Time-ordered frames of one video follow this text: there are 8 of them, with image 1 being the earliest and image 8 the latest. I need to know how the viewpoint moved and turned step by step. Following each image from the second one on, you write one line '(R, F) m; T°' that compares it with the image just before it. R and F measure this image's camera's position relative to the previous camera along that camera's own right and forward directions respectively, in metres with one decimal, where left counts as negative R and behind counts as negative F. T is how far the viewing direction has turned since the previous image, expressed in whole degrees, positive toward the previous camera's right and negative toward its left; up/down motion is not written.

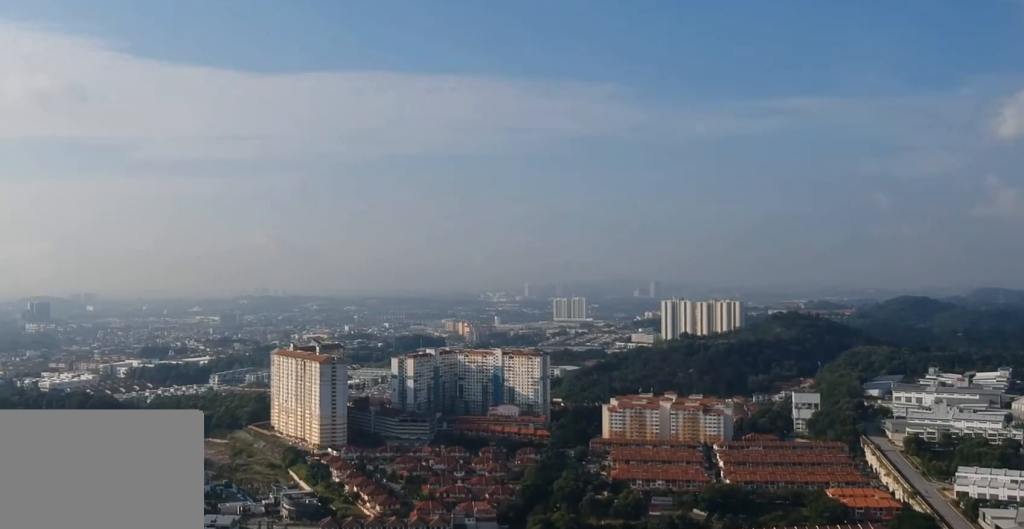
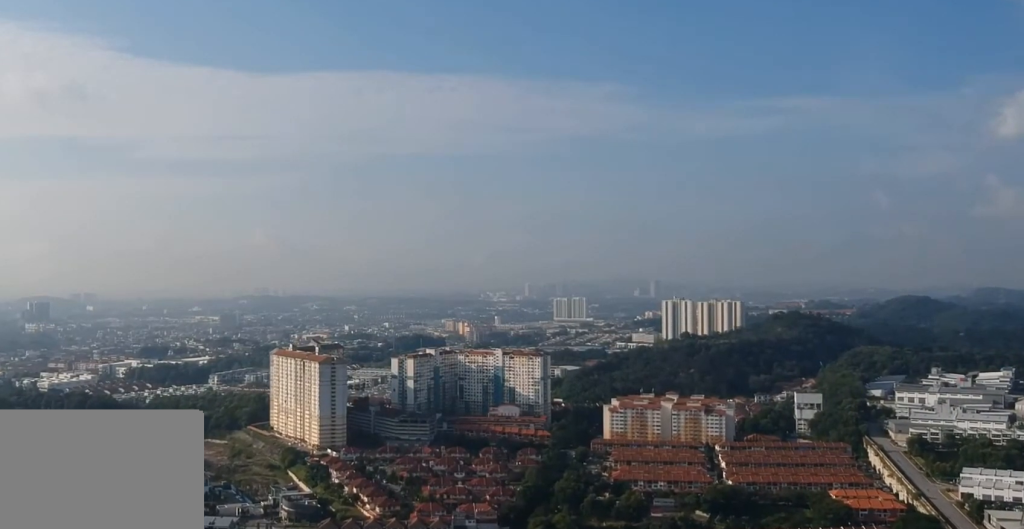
(0.0, +5.2) m; 0°
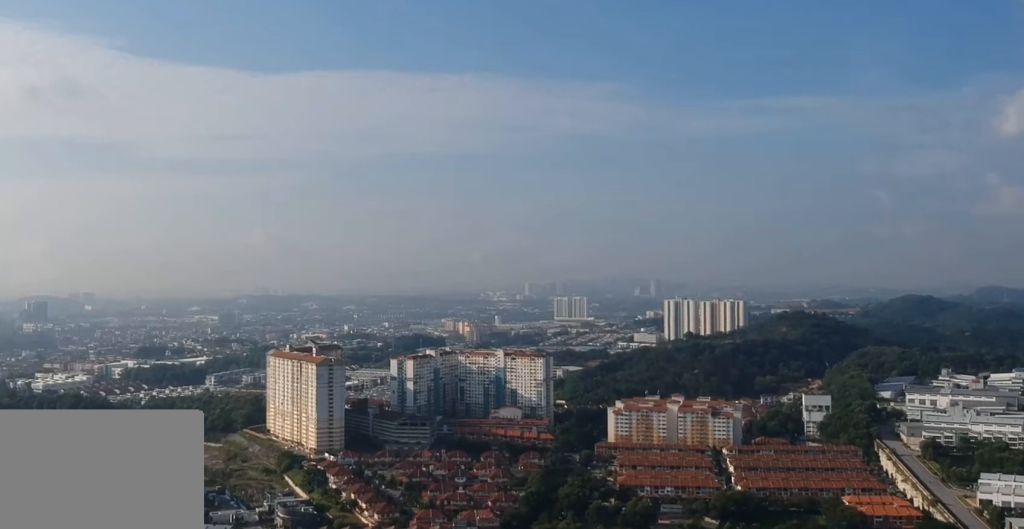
(0.0, +20.3) m; 0°
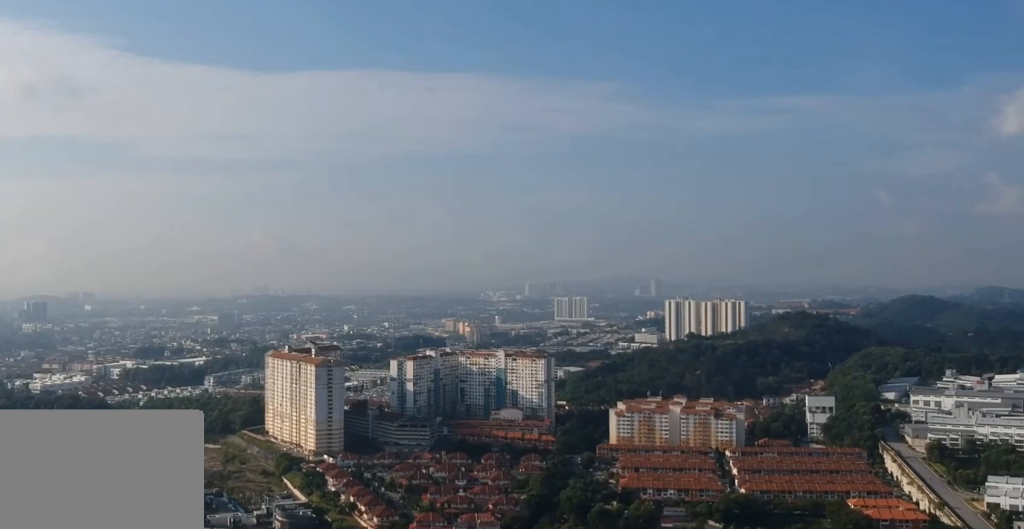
(0.0, +7.8) m; 0°
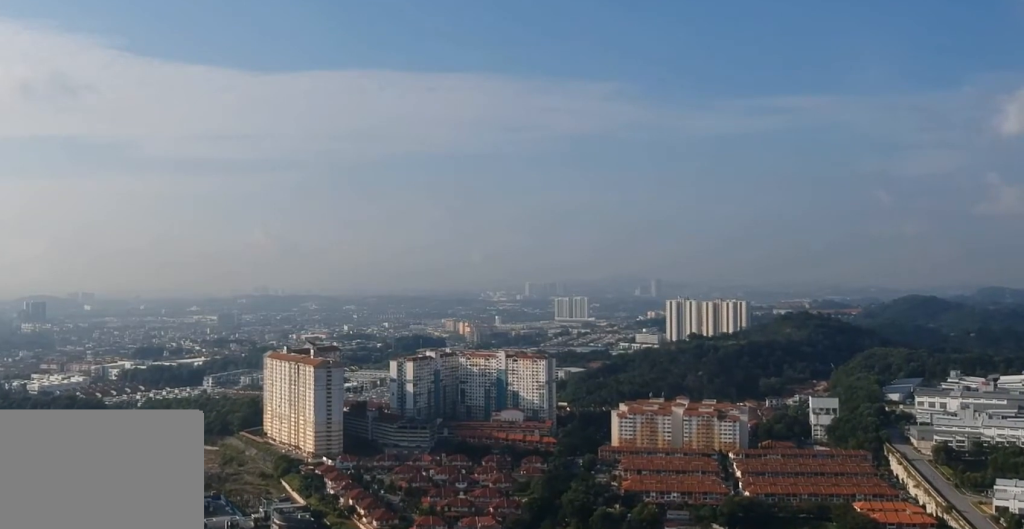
(0.0, +8.8) m; 0°
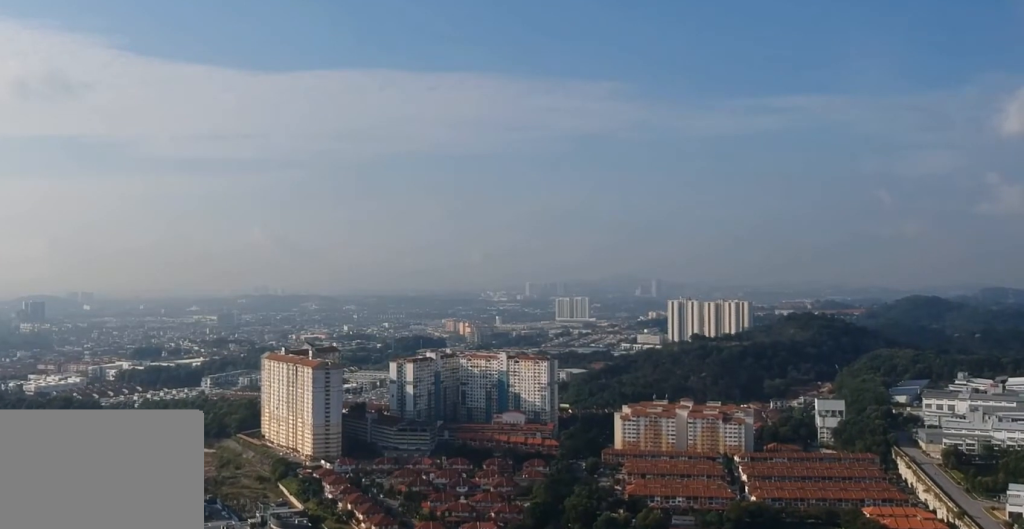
(0.0, +13.0) m; 0°
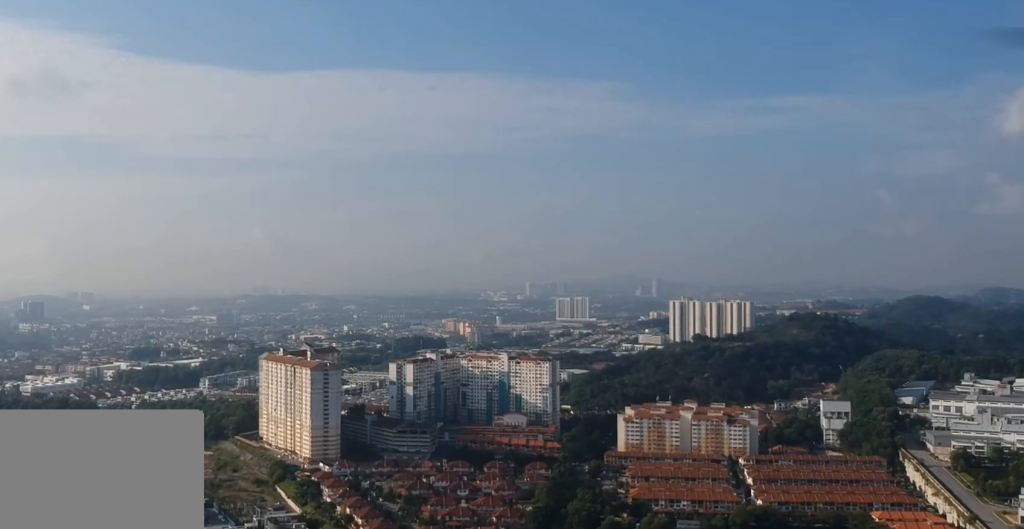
(0.0, +11.9) m; 0°
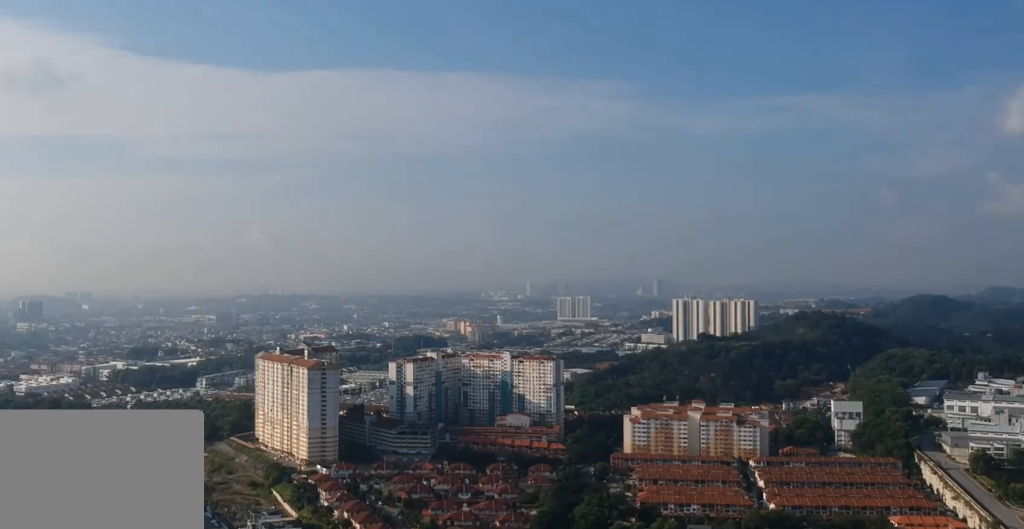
(+0.1, +22.4) m; 0°
